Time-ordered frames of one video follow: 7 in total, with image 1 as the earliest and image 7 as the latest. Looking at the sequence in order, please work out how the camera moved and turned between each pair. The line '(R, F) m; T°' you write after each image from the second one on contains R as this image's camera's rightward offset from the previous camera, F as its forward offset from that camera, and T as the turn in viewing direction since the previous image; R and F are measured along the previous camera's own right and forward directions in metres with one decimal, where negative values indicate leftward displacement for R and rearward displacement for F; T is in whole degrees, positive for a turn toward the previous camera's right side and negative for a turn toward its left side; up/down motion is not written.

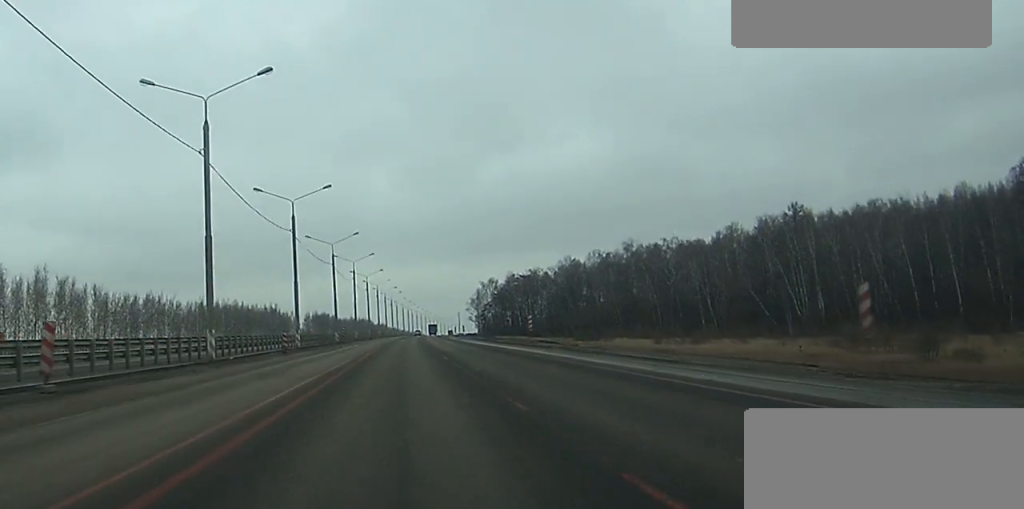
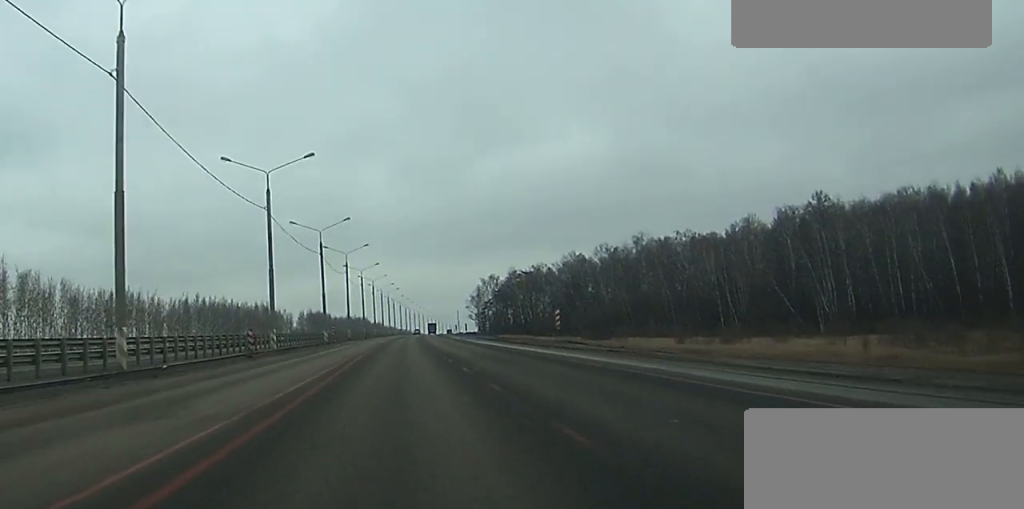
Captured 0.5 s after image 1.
(0.0, +12.5) m; 0°
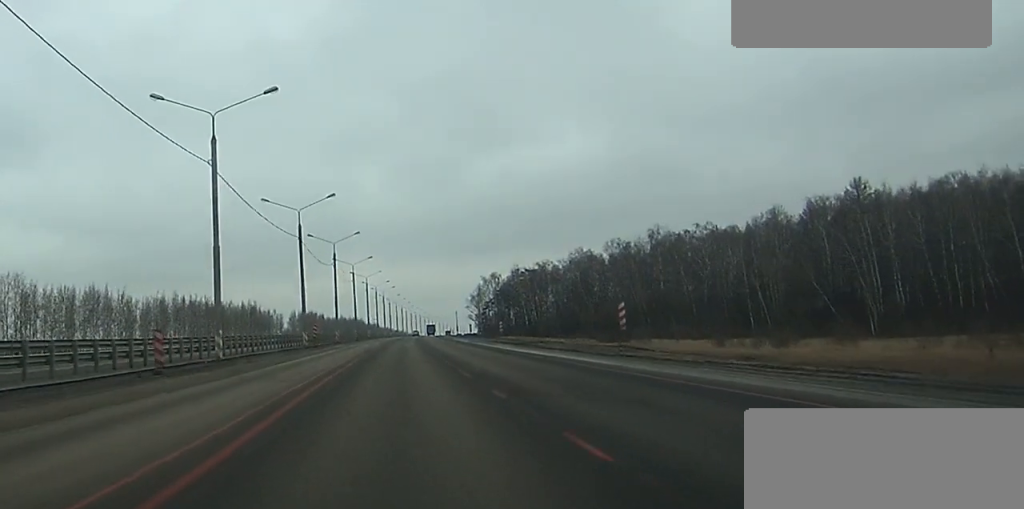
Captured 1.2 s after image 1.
(0.0, +16.6) m; 0°
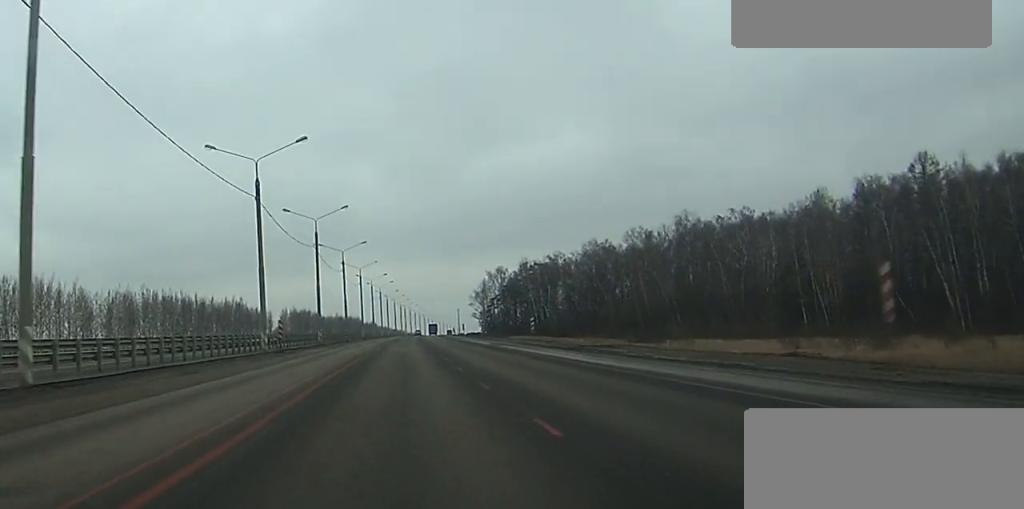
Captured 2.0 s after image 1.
(+0.1, +21.6) m; 0°
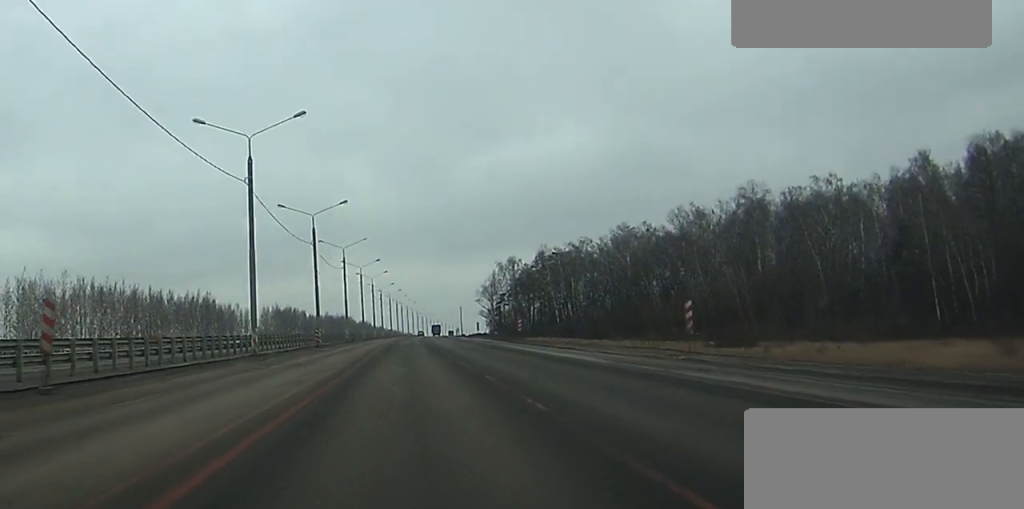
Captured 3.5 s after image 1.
(+0.1, +36.7) m; 0°
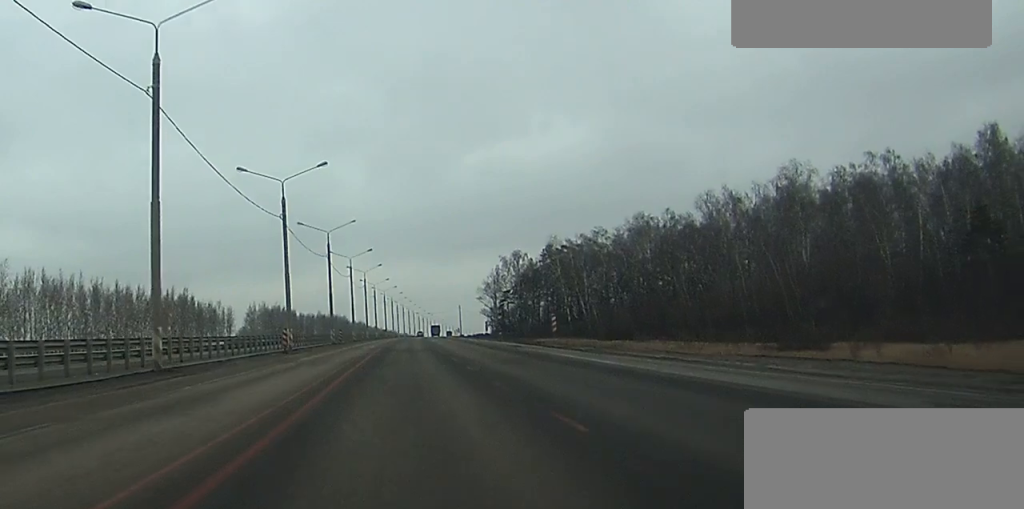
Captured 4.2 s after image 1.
(0.0, +18.4) m; 0°
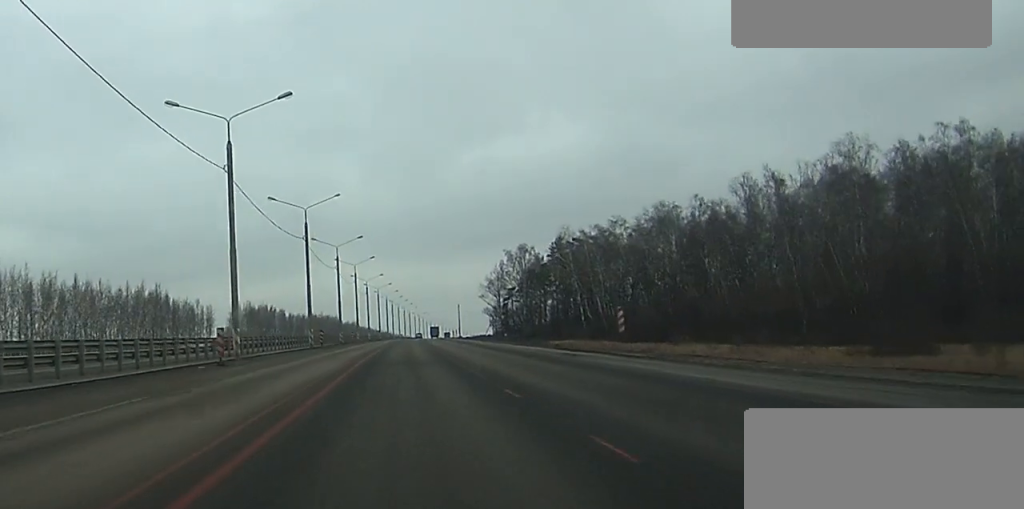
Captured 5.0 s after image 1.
(+0.1, +18.4) m; 0°
